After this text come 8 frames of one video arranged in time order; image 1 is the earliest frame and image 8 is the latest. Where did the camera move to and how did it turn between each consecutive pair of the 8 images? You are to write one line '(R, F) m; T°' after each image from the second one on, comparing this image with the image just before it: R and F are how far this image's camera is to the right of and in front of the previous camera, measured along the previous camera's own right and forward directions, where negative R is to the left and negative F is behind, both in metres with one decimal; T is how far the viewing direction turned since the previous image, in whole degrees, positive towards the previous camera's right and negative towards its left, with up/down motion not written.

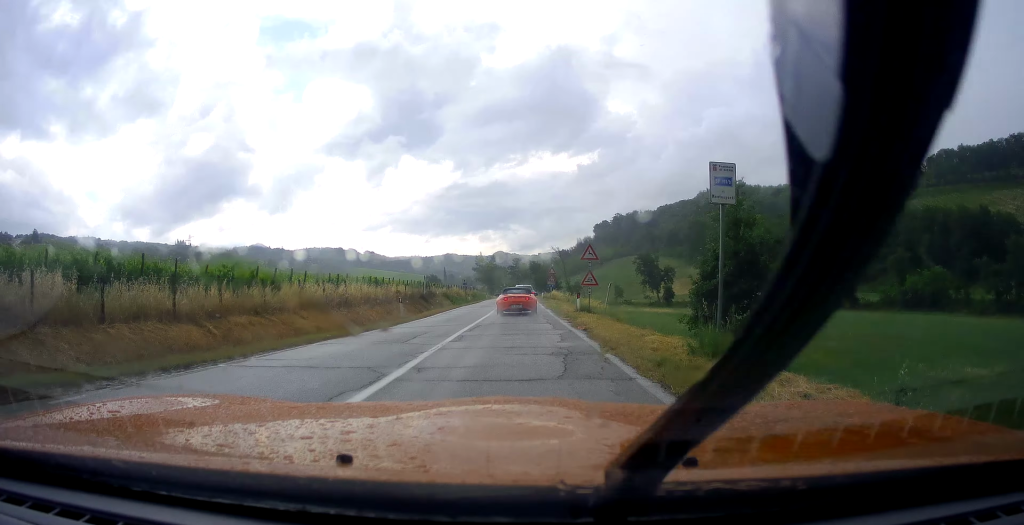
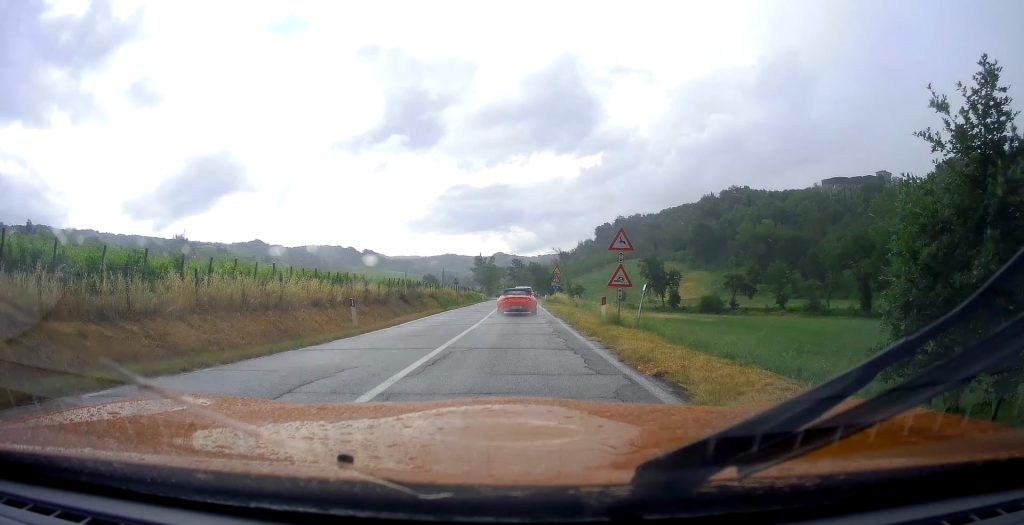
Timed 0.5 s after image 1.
(-0.5, +8.3) m; -1°
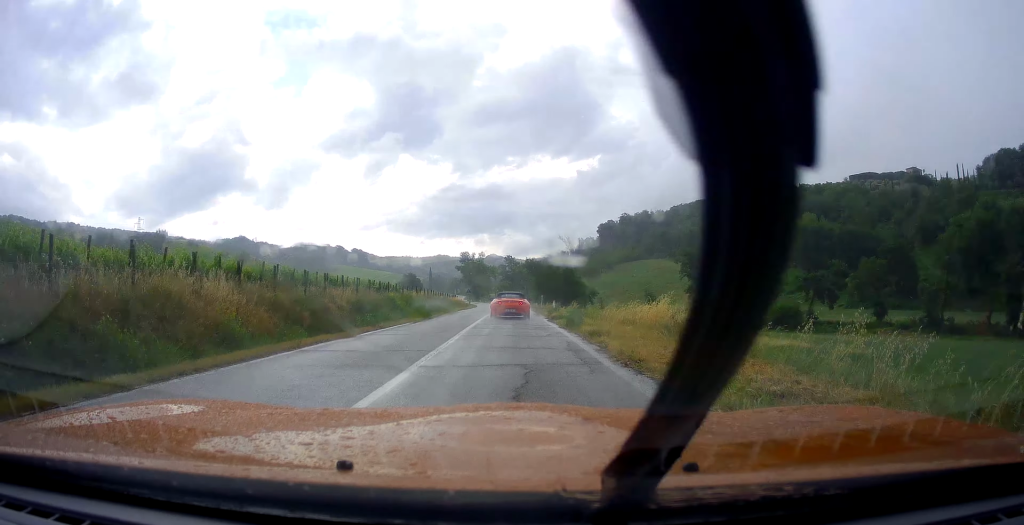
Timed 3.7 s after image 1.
(+1.2, +51.7) m; +2°
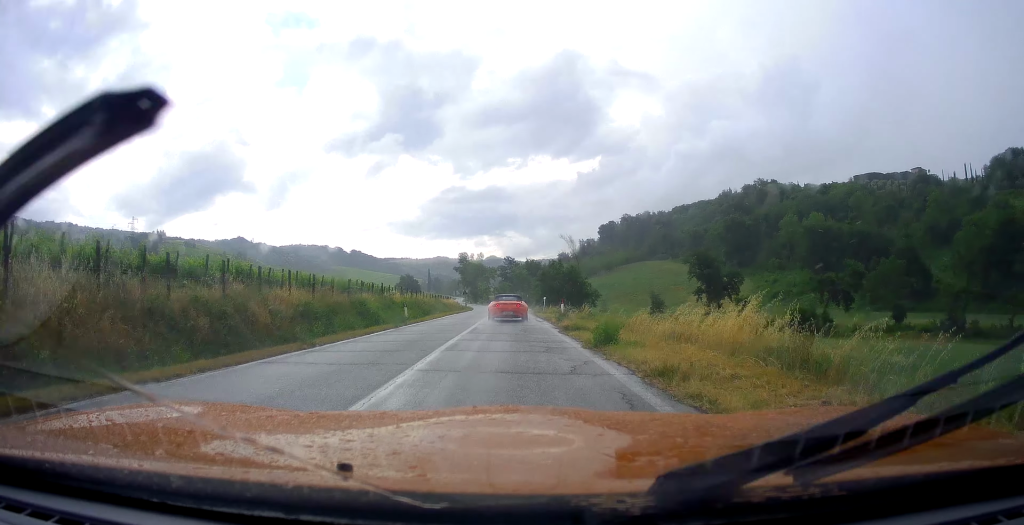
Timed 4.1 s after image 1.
(0.0, +7.4) m; 0°
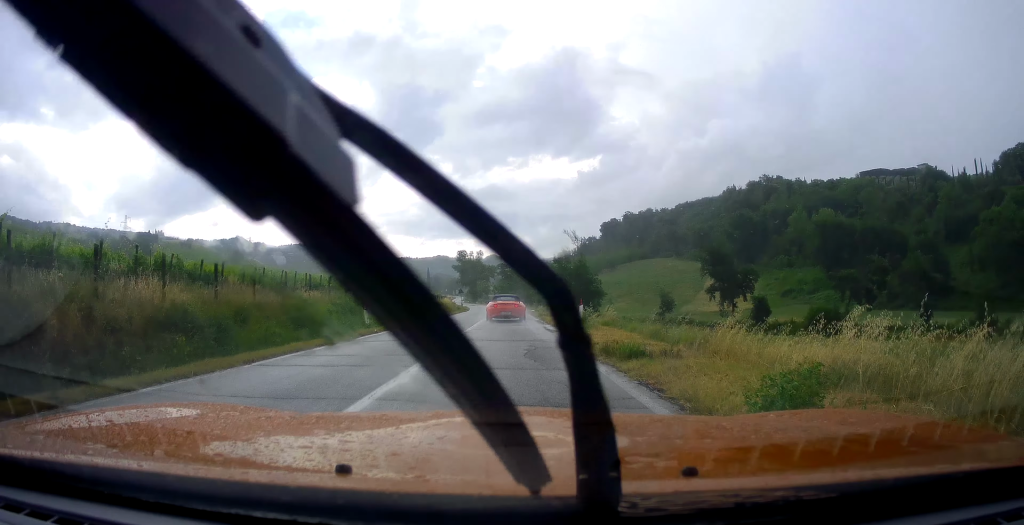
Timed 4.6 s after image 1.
(+0.1, +8.9) m; 0°
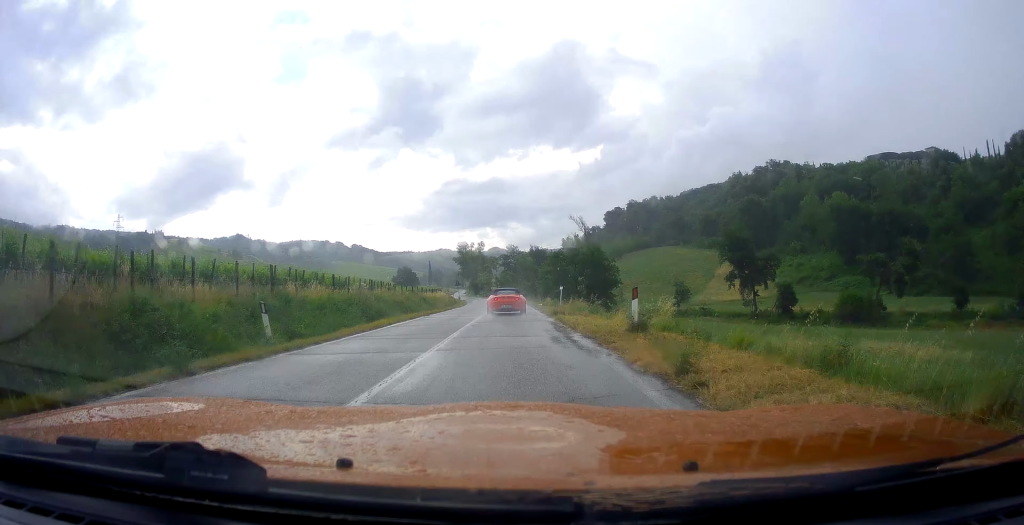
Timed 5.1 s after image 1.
(0.0, +9.6) m; 0°
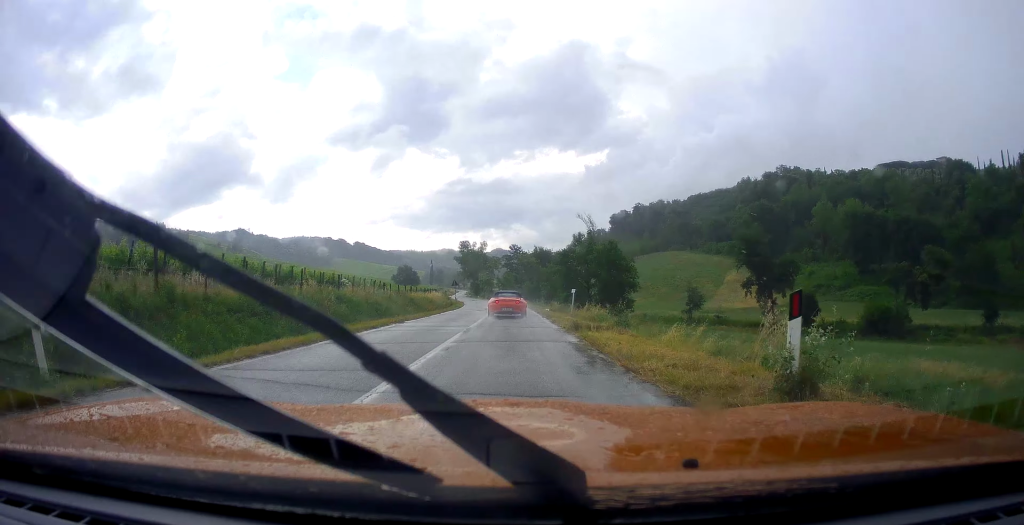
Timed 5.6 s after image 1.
(-0.1, +8.1) m; -1°
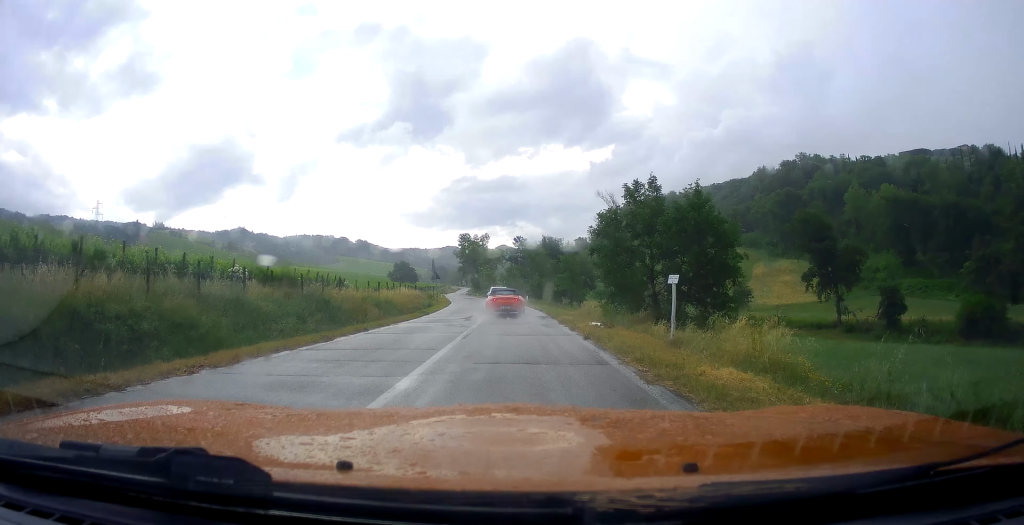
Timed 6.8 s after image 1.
(-0.2, +22.2) m; -1°
